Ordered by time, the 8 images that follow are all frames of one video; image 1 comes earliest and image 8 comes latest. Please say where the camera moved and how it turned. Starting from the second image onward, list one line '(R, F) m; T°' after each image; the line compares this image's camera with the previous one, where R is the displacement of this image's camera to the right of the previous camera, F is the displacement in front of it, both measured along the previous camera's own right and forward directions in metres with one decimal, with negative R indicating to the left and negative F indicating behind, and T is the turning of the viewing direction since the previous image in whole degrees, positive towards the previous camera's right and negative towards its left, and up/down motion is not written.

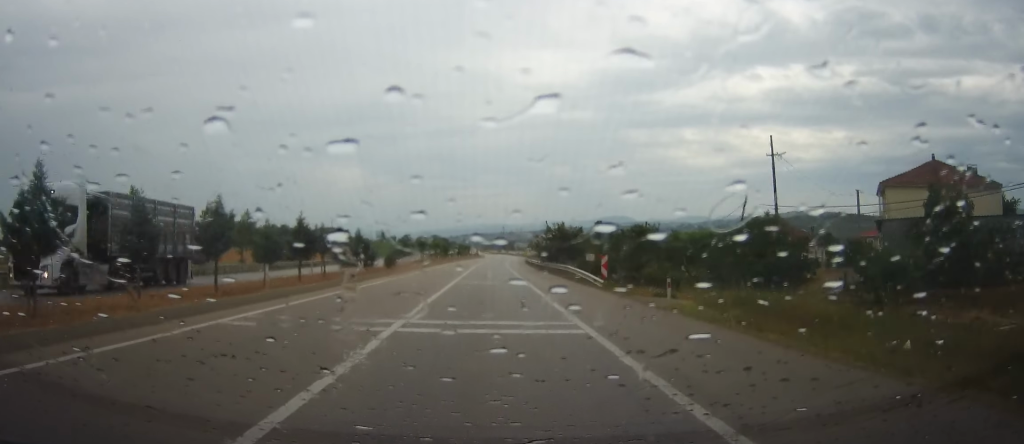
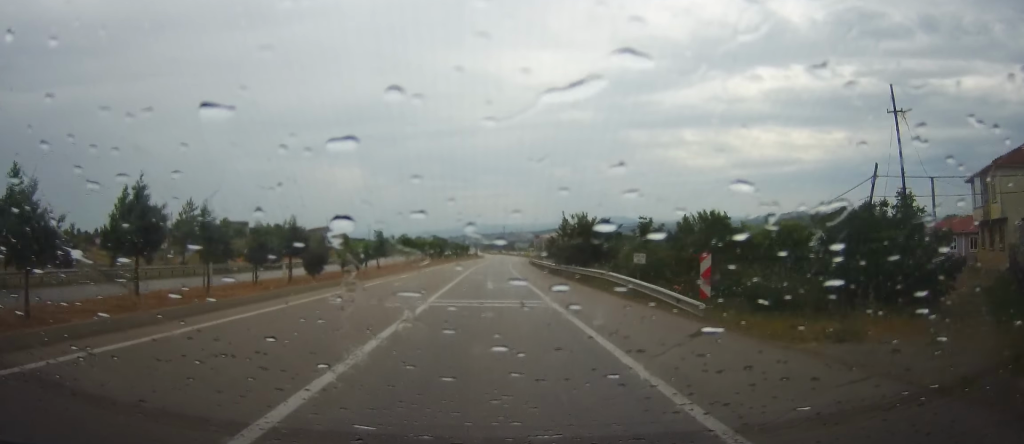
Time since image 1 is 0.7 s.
(0.0, +13.6) m; 0°
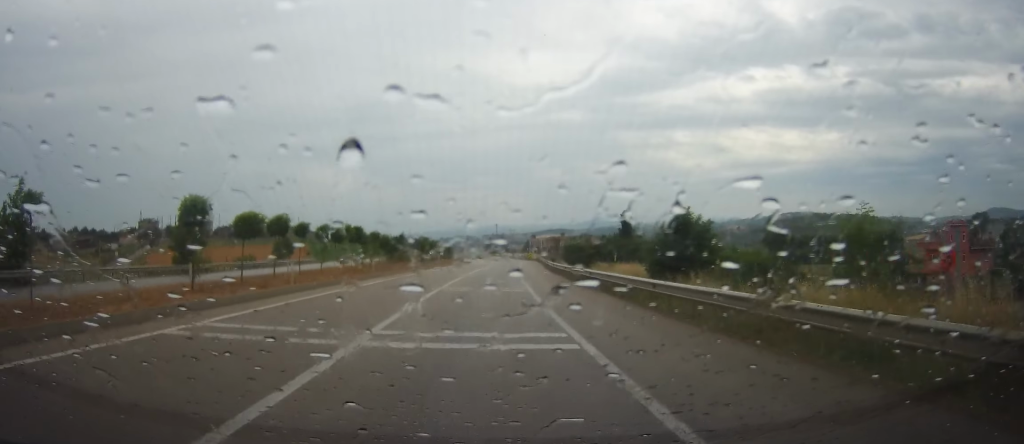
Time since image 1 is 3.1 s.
(+0.3, +46.1) m; +1°
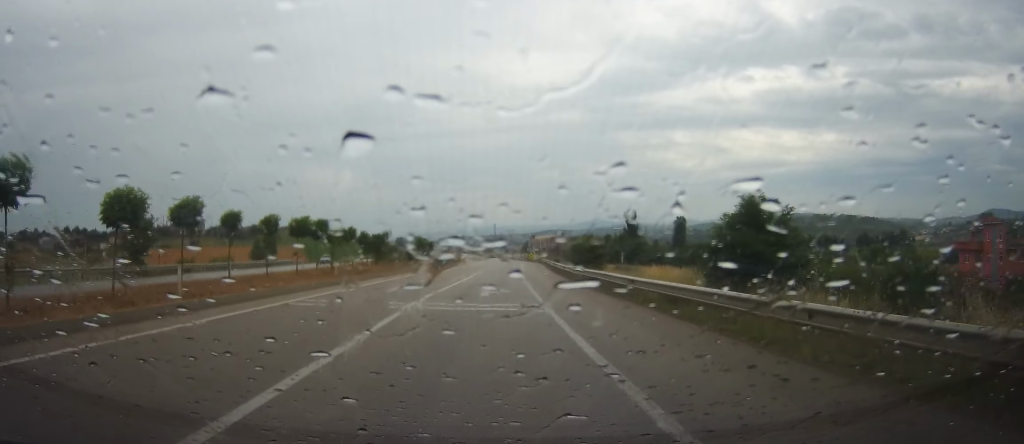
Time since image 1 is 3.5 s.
(0.0, +8.6) m; 0°
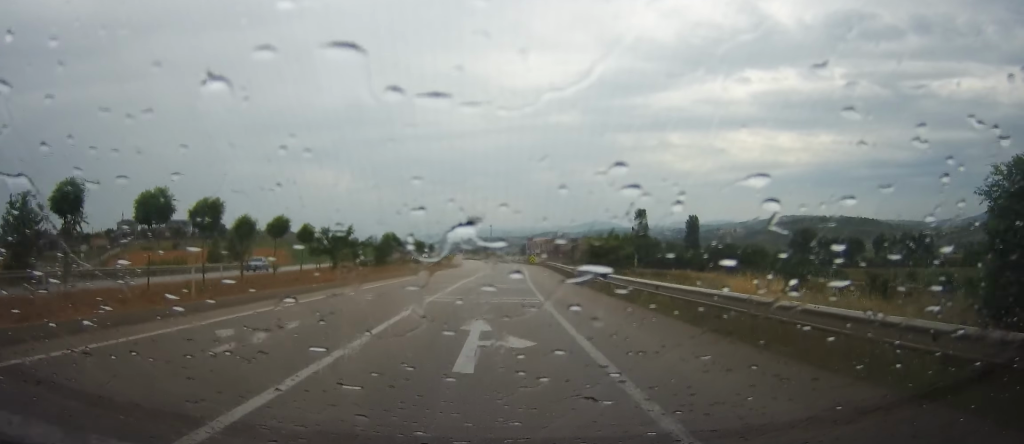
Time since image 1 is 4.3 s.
(-0.3, +14.7) m; 0°
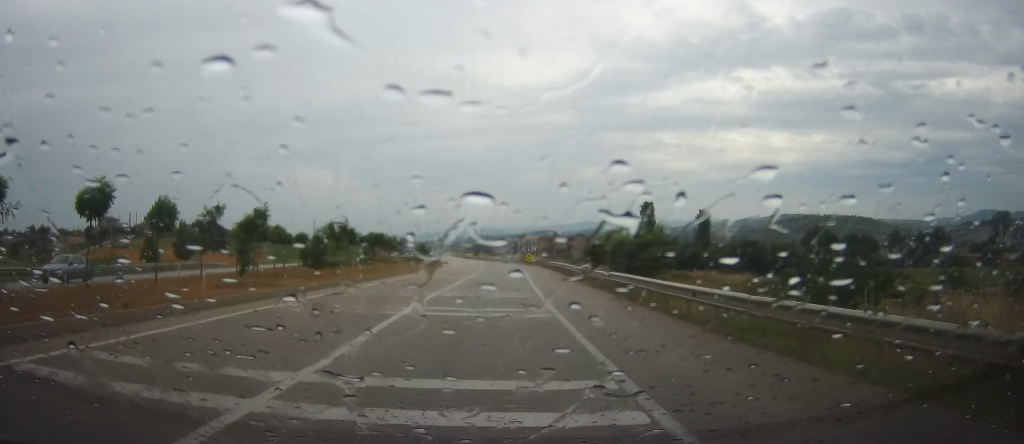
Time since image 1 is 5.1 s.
(+0.3, +15.5) m; 0°
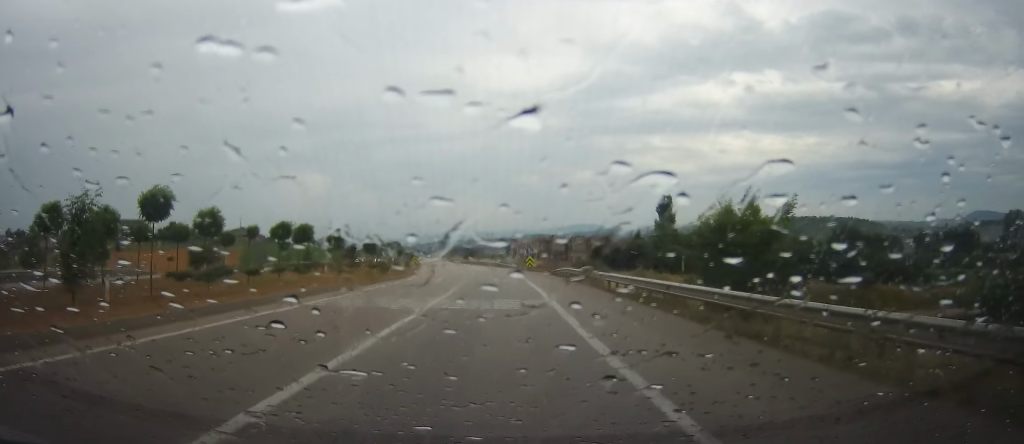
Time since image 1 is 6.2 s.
(-0.3, +20.4) m; 0°
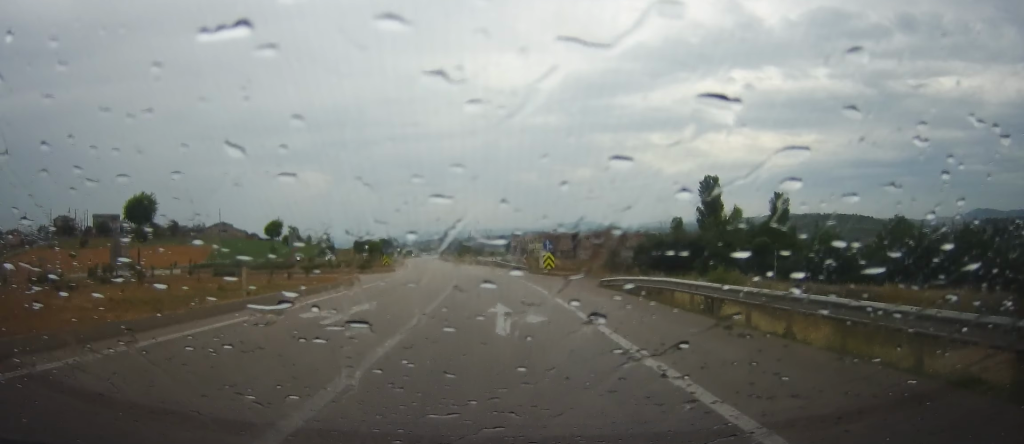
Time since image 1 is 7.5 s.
(+0.6, +25.5) m; +2°
